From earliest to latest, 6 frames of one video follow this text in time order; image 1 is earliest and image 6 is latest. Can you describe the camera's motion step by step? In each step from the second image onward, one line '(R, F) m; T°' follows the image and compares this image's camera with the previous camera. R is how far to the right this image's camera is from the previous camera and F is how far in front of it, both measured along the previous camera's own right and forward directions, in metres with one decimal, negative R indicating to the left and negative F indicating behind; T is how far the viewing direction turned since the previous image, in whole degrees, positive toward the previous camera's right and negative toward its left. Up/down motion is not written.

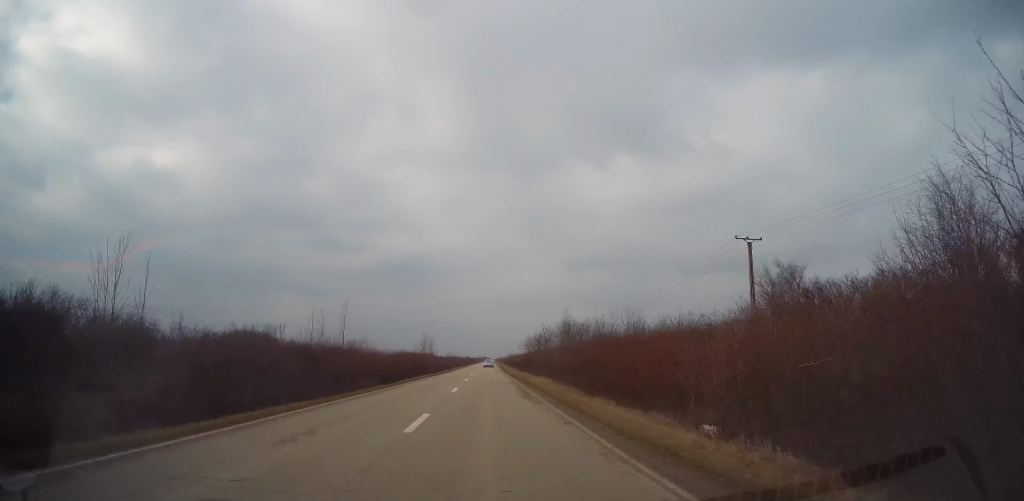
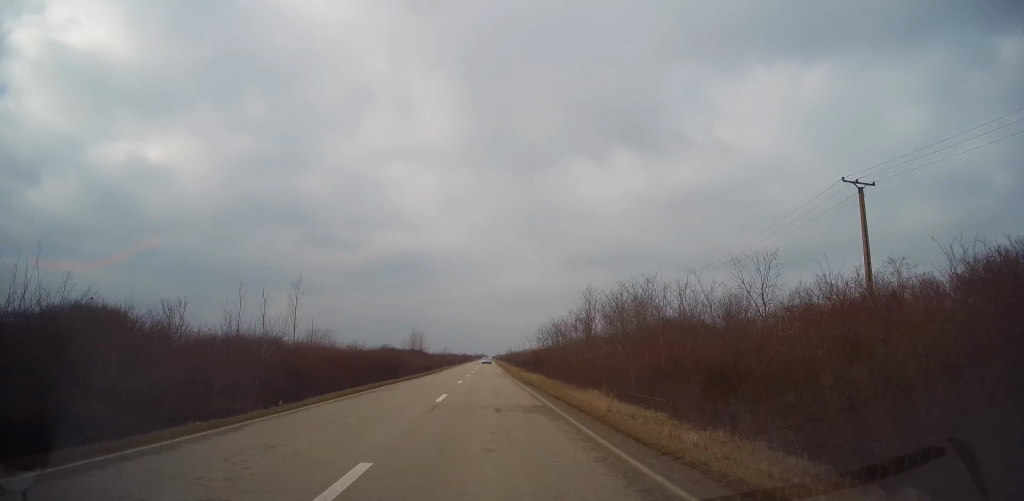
(0.0, +17.6) m; -1°
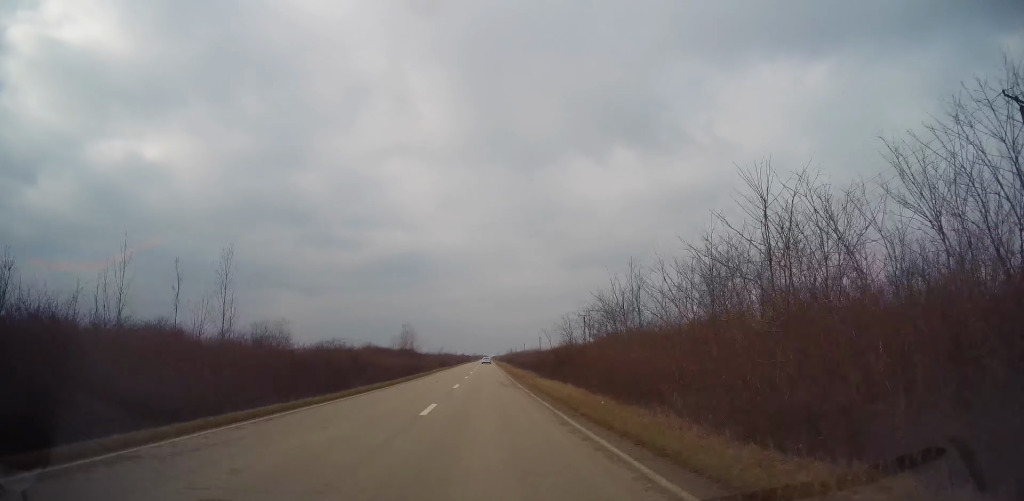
(-0.1, +14.9) m; 0°
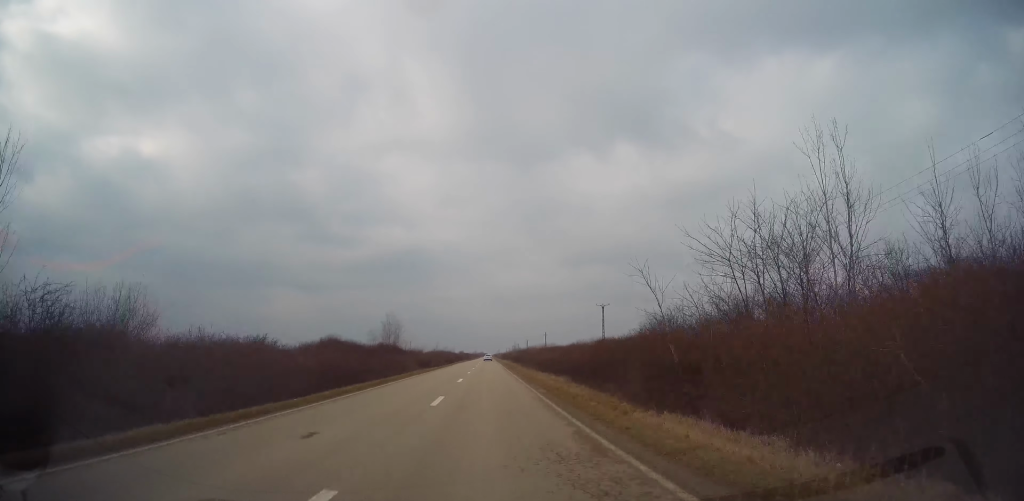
(-0.2, +21.5) m; 0°
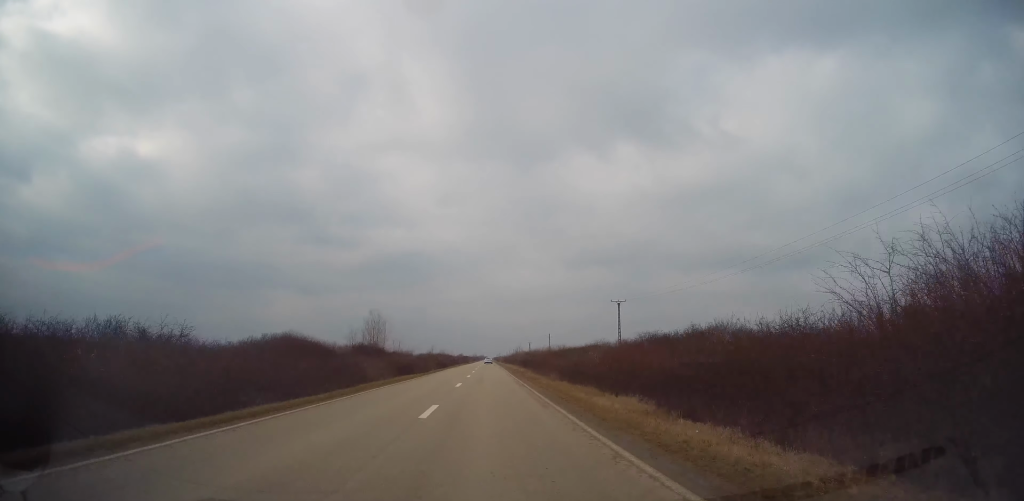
(+0.3, +14.3) m; 0°
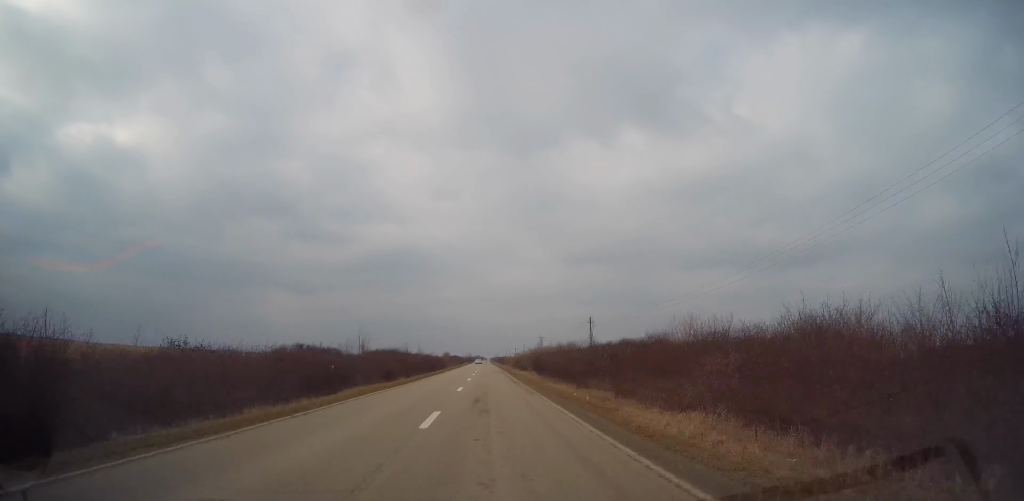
(-0.1, +94.6) m; 0°
